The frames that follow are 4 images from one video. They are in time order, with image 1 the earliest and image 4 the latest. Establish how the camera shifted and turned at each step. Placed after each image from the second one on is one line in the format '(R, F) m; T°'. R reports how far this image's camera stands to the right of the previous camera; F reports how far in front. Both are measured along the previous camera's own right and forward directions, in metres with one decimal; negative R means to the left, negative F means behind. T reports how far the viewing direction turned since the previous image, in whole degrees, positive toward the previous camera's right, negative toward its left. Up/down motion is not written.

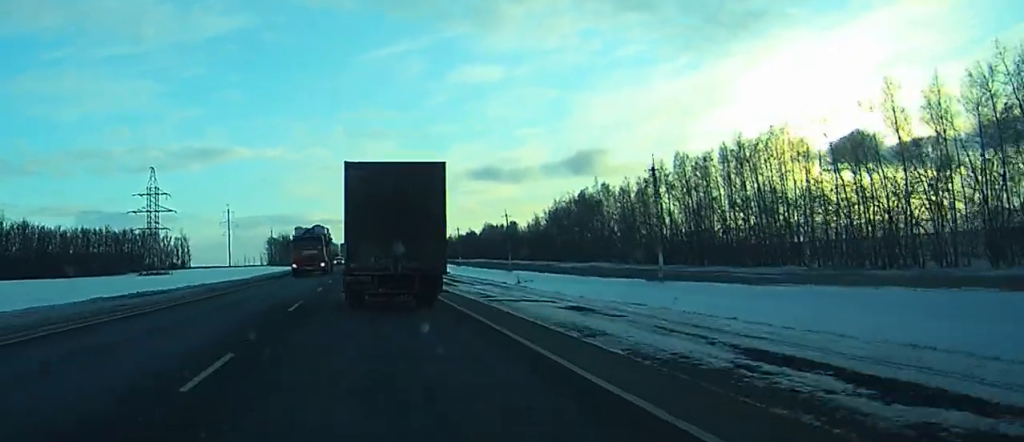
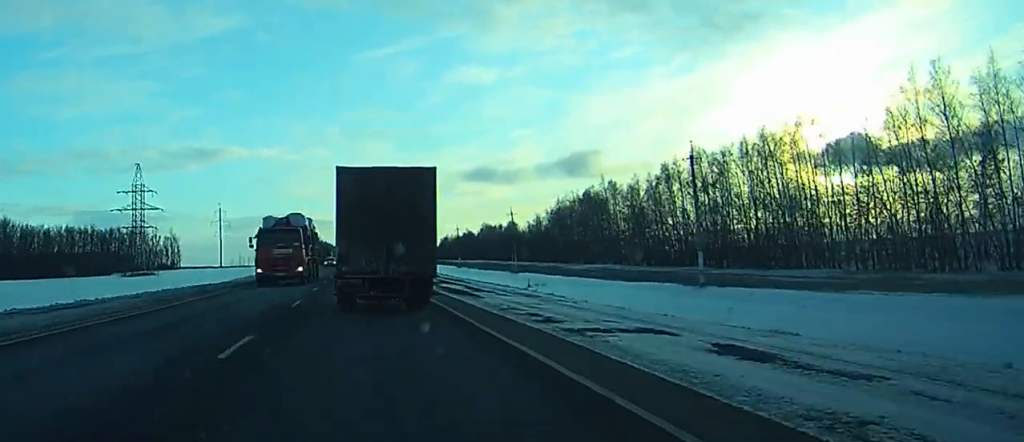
(0.0, +9.2) m; 0°
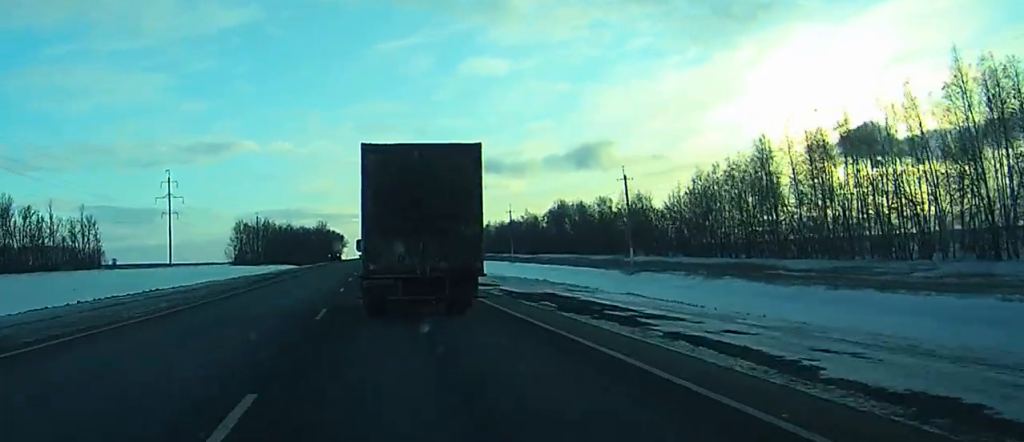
(-1.7, +112.8) m; -1°
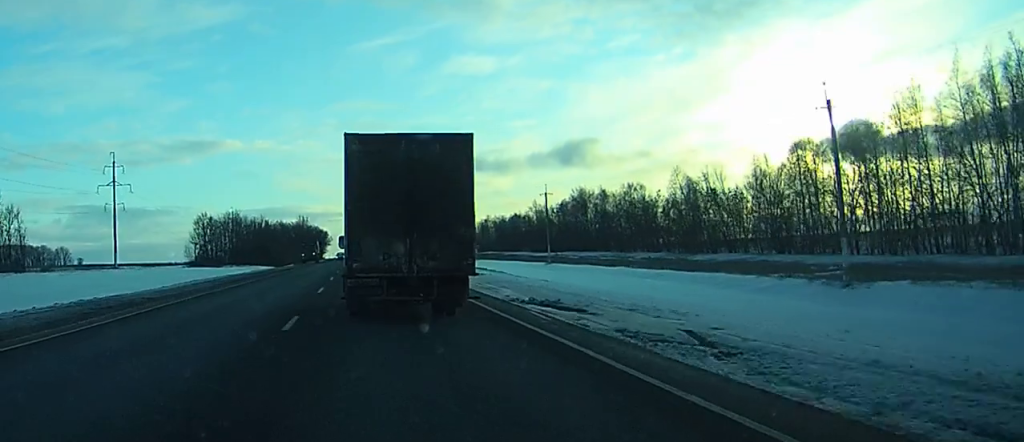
(-1.0, +39.3) m; -2°
